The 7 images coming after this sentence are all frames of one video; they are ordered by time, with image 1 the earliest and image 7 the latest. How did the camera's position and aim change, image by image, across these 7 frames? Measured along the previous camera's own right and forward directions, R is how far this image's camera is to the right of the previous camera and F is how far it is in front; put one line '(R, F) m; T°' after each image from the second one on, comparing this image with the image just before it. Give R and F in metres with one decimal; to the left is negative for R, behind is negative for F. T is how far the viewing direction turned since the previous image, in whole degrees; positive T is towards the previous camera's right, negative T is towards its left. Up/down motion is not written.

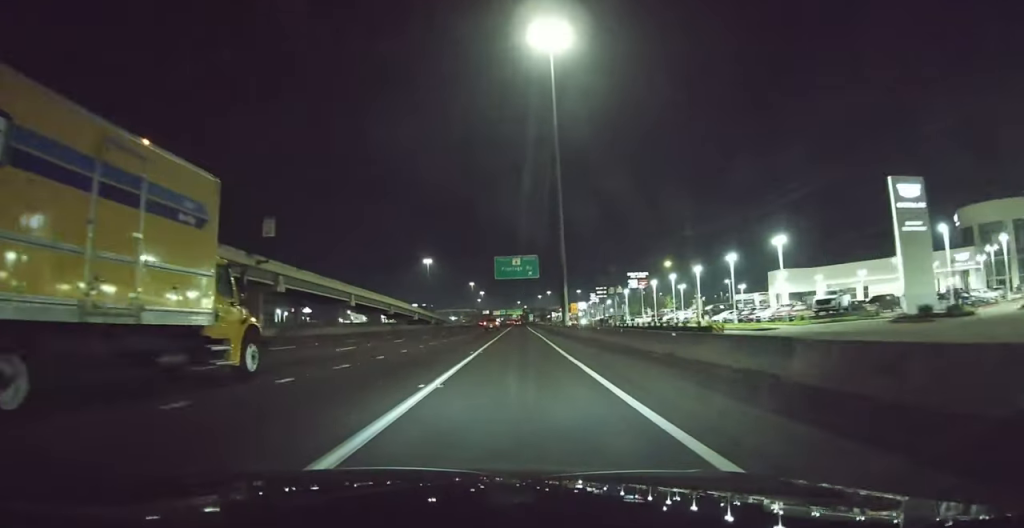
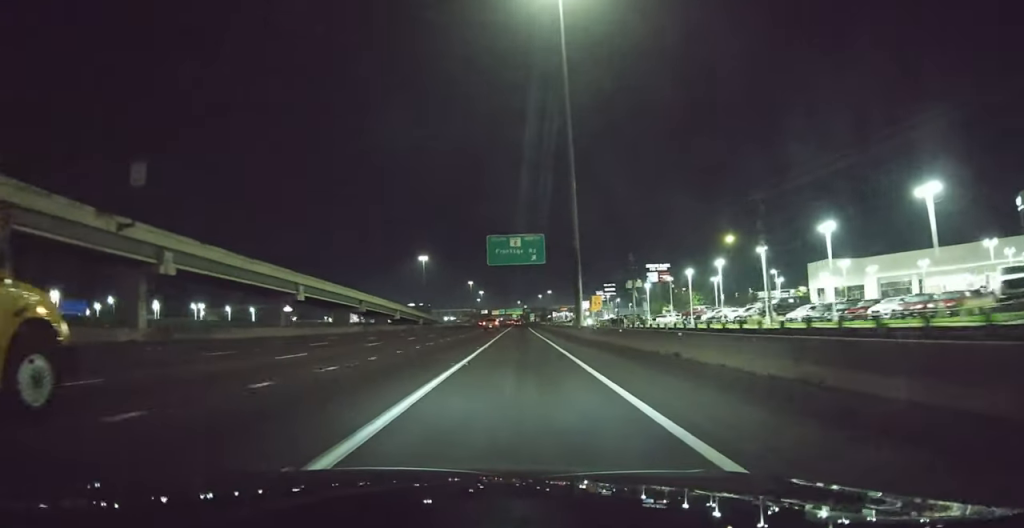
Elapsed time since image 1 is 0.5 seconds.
(+0.1, +19.2) m; 0°
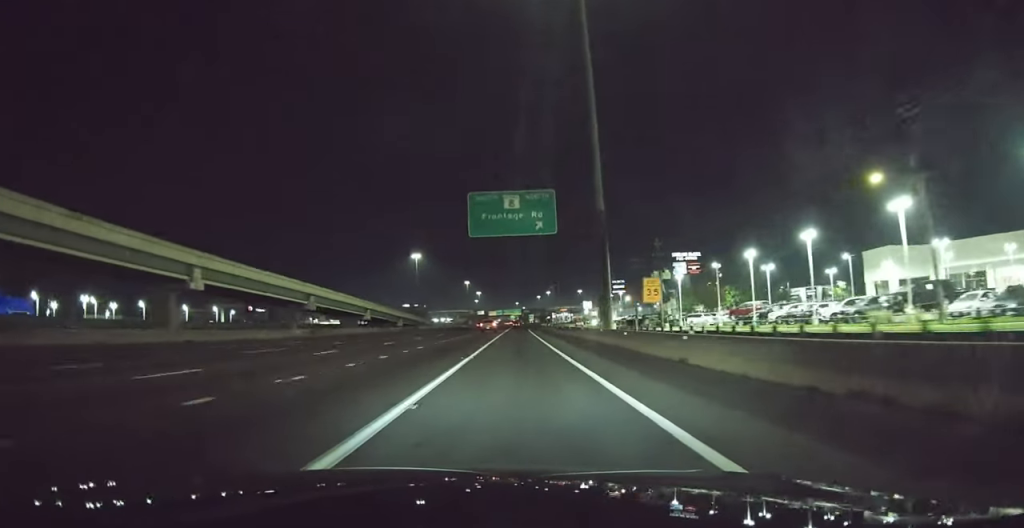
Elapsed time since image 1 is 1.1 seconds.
(-0.2, +20.3) m; 0°
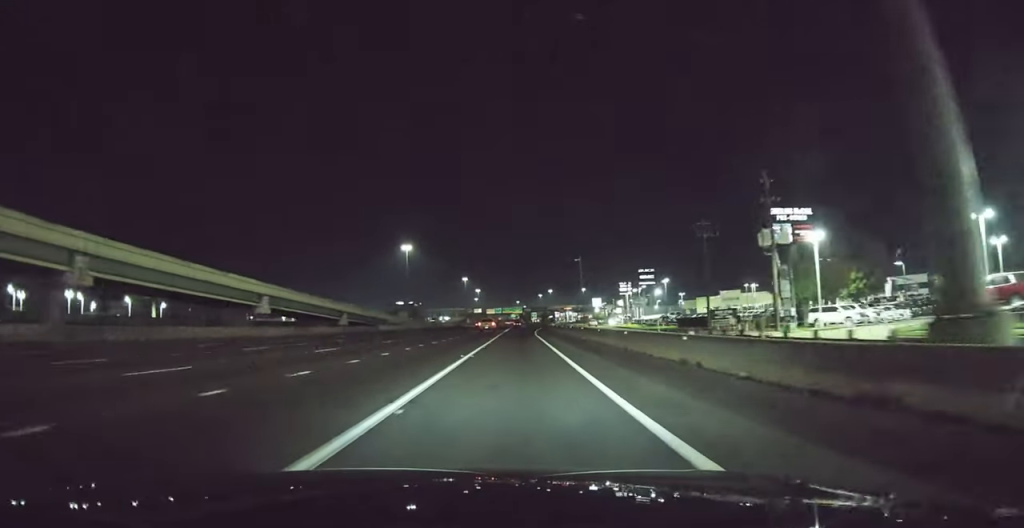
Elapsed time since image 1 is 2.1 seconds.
(+0.1, +36.7) m; 0°
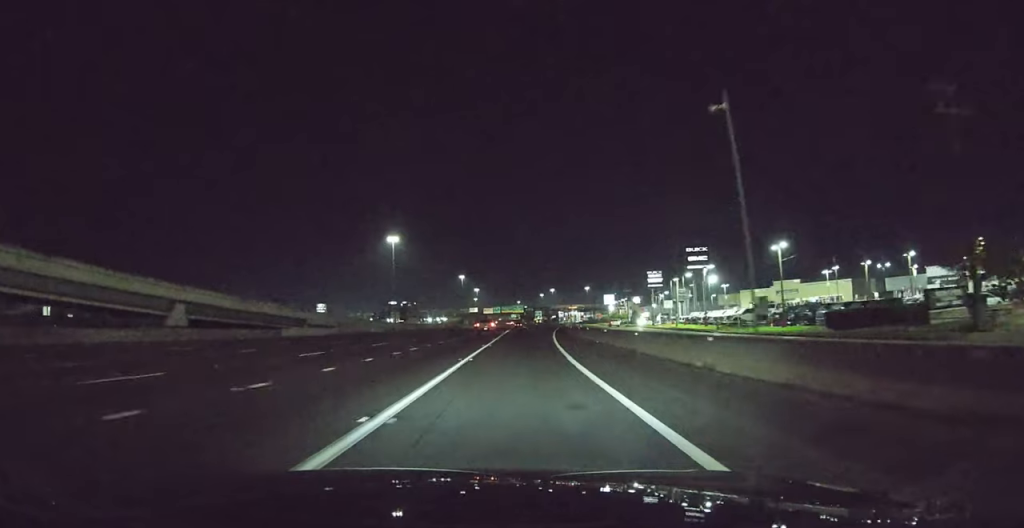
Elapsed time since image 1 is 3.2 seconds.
(-0.1, +38.8) m; -1°
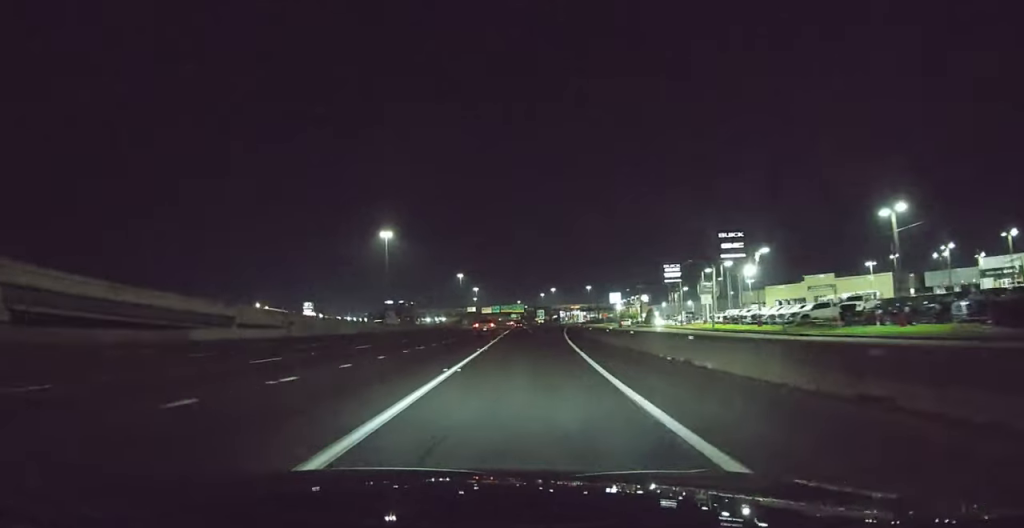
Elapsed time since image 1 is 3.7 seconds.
(-0.1, +16.4) m; 0°
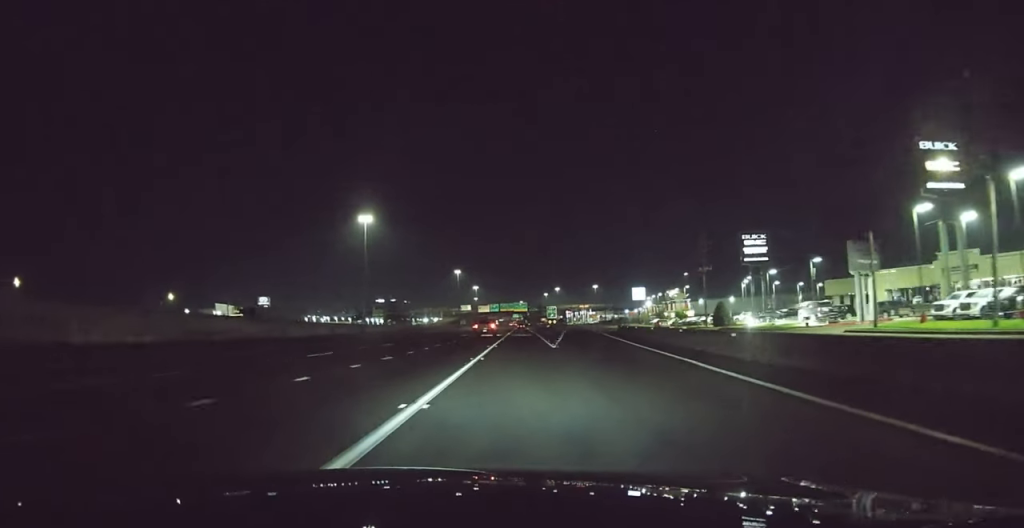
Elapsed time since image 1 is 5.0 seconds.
(0.0, +44.3) m; 0°
